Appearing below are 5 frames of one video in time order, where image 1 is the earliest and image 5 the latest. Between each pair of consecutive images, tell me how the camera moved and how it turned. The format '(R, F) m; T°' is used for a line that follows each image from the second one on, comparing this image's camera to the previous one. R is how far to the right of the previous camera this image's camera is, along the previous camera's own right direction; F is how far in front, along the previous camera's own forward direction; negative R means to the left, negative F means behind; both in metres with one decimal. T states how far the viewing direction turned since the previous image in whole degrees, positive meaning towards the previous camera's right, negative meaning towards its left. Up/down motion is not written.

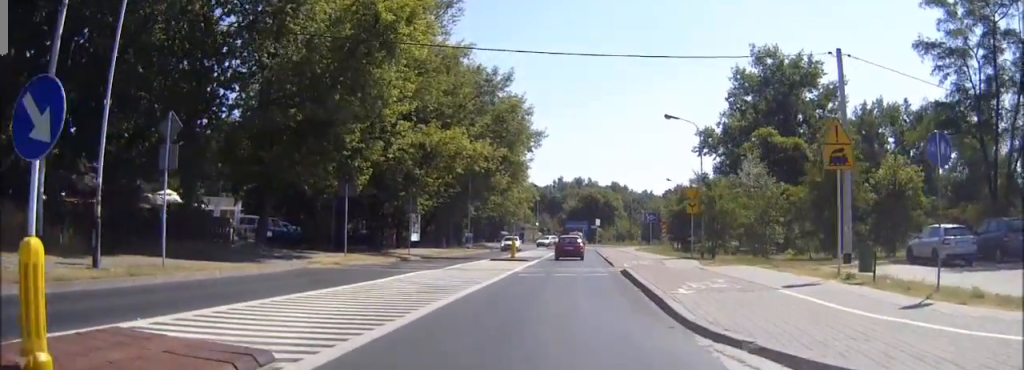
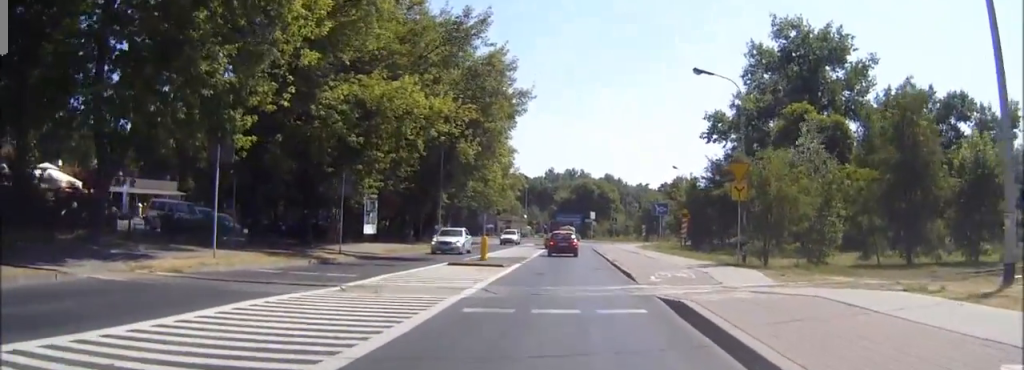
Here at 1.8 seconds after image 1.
(0.0, +11.6) m; +1°
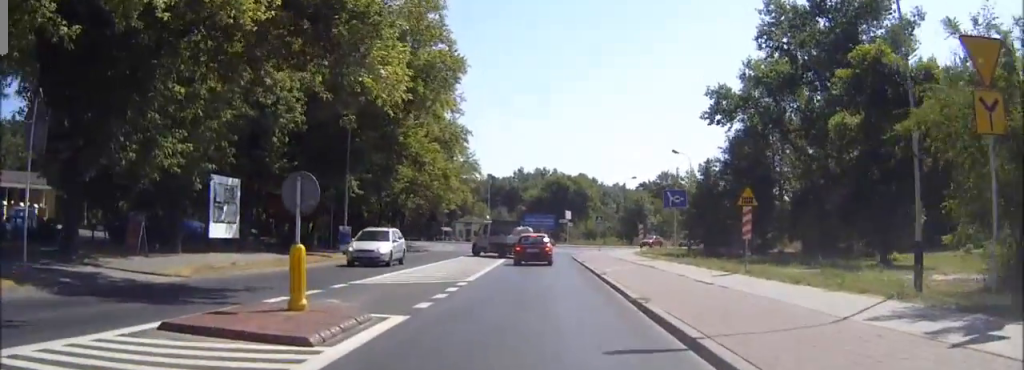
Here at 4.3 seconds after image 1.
(+0.3, +18.1) m; +1°
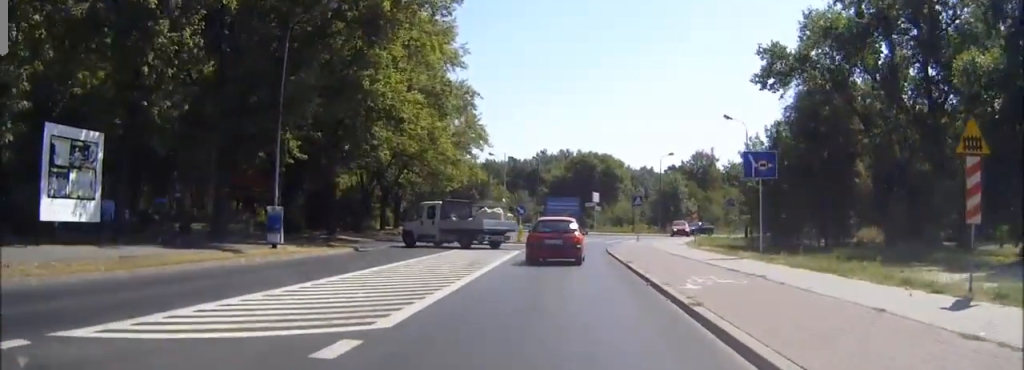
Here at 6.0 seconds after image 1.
(-0.2, +12.2) m; -2°
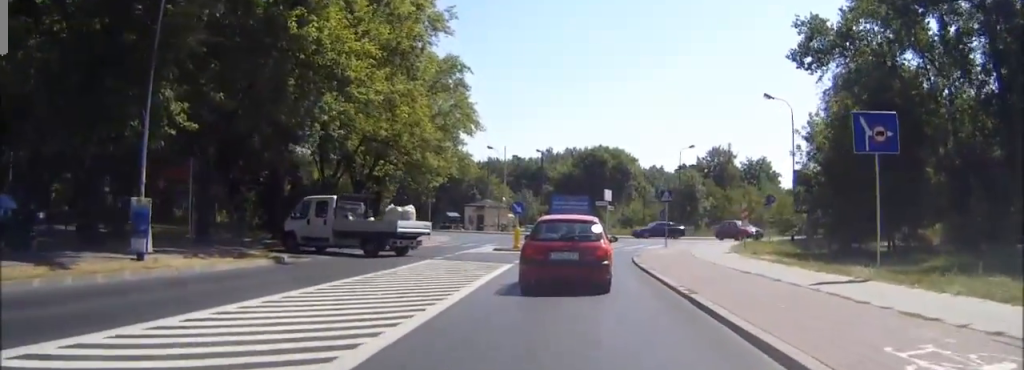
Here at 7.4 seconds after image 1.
(0.0, +9.2) m; +1°
